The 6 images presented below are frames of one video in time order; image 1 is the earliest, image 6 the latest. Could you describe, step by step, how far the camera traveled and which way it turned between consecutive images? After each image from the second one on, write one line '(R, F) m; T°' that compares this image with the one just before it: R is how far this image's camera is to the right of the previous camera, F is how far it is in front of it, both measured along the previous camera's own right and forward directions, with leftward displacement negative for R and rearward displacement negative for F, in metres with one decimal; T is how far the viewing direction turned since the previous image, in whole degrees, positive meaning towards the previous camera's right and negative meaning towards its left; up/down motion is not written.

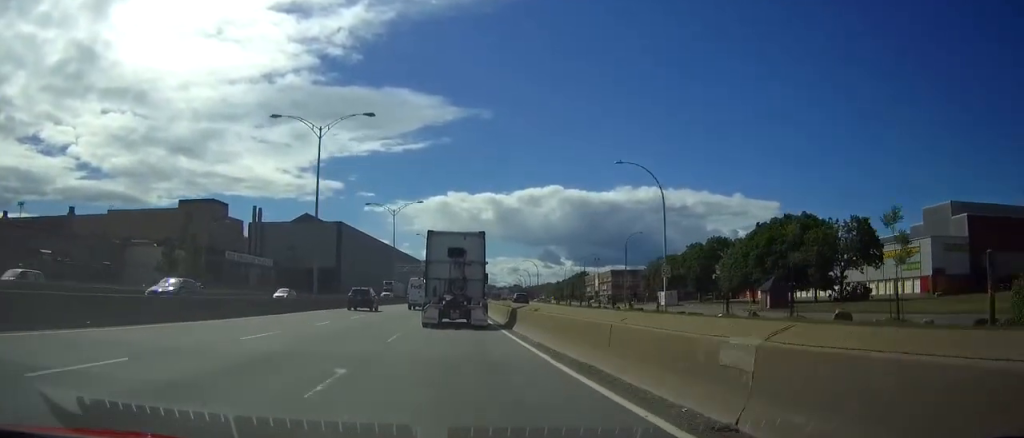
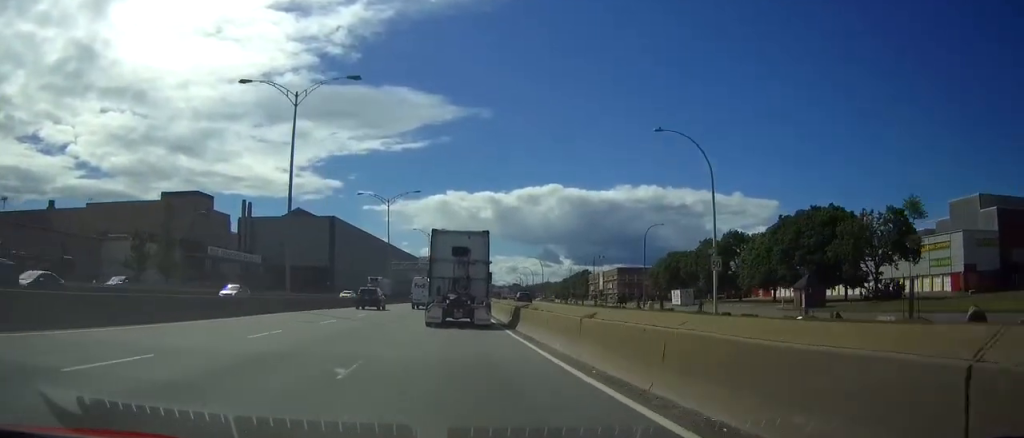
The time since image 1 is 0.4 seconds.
(0.0, +8.2) m; 0°
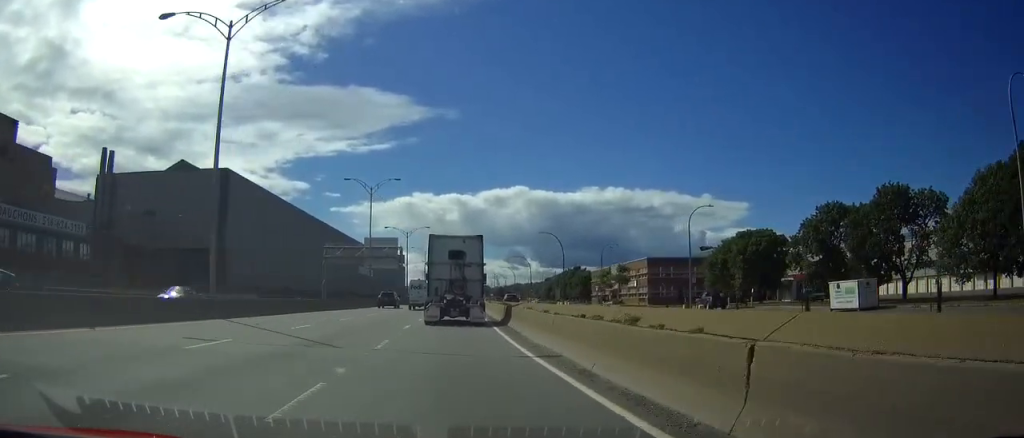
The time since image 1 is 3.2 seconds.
(+1.0, +58.1) m; +3°
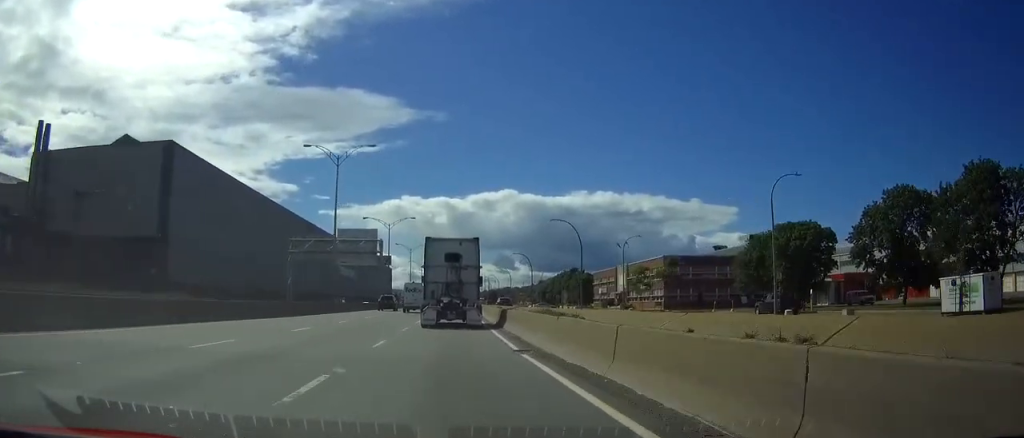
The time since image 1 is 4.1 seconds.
(+0.1, +17.3) m; +1°
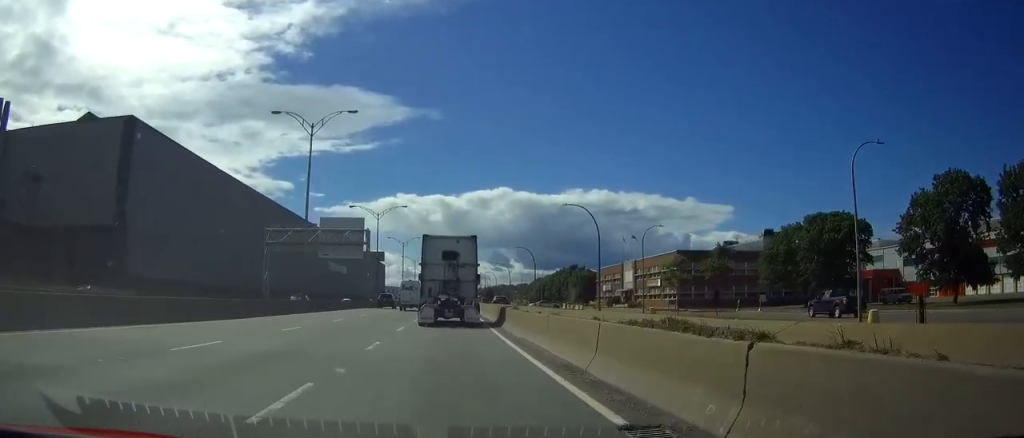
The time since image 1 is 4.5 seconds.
(0.0, +9.8) m; 0°
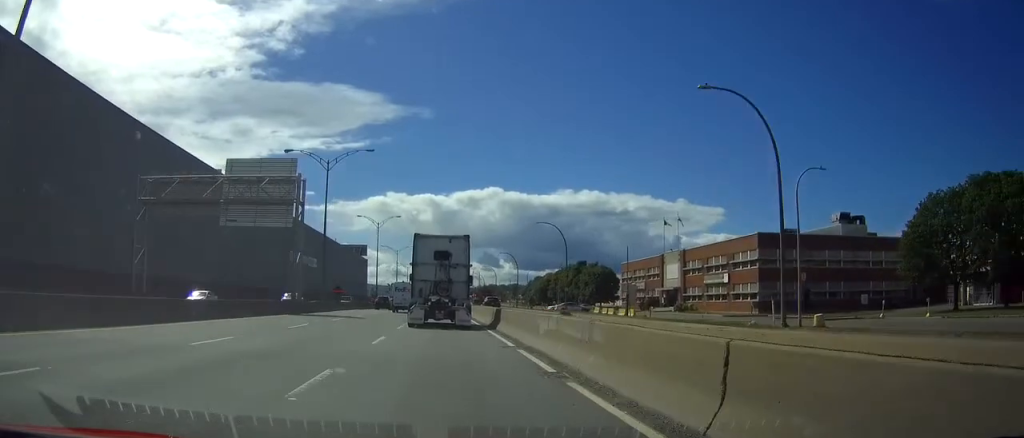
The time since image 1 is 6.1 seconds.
(+0.5, +34.1) m; +2°
